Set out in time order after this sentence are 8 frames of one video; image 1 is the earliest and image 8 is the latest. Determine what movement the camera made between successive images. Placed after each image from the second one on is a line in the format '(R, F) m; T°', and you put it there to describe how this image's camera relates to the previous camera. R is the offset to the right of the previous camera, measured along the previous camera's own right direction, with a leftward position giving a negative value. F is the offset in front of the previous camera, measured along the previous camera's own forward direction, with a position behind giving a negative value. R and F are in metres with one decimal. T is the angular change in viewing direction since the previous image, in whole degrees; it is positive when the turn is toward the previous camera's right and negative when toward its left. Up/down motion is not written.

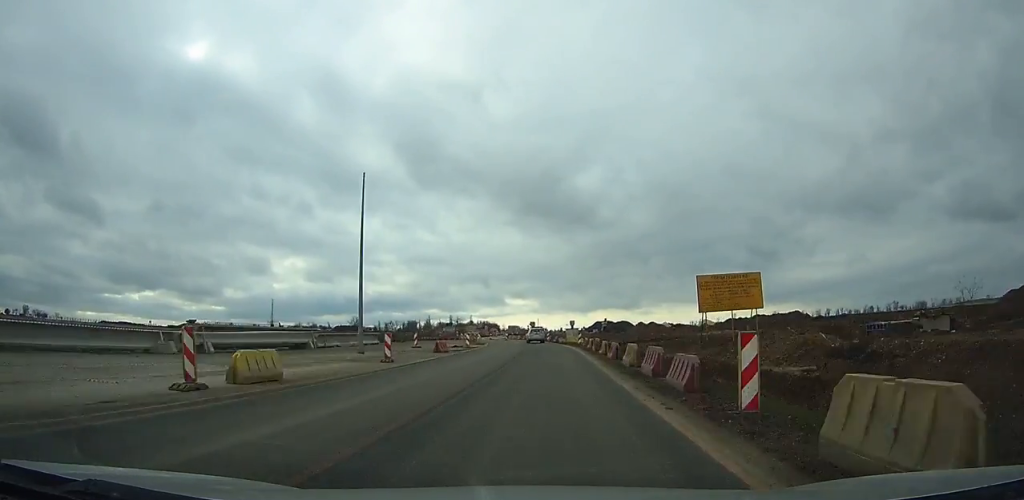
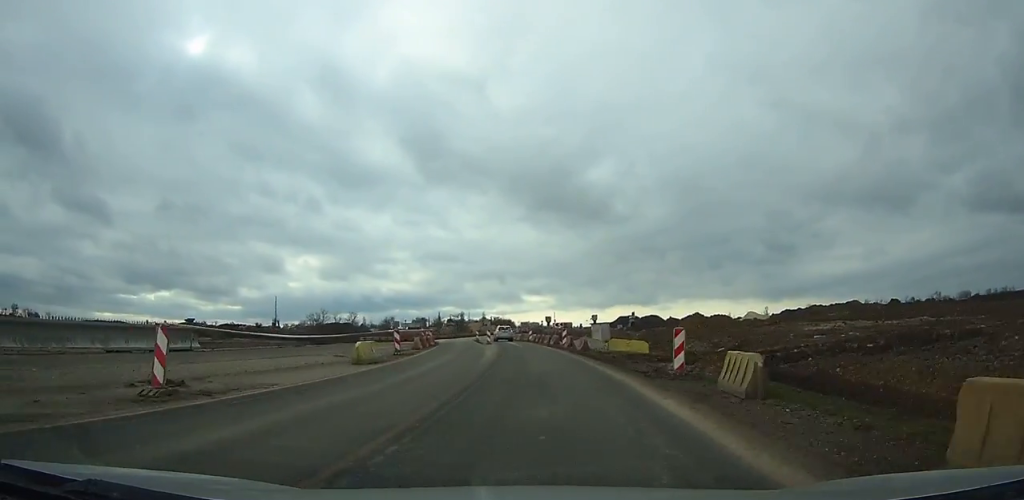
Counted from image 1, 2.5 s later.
(-0.9, +37.2) m; -4°
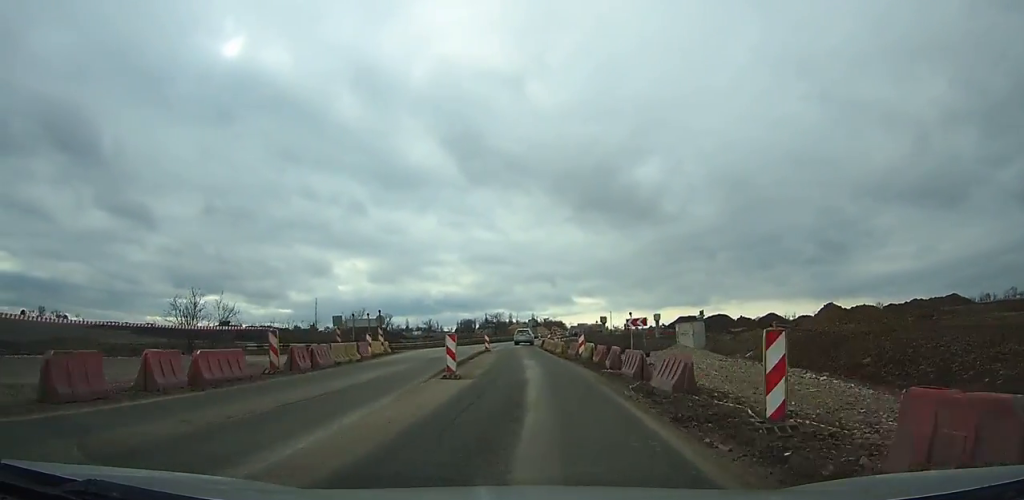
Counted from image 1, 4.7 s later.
(-1.3, +31.2) m; -4°
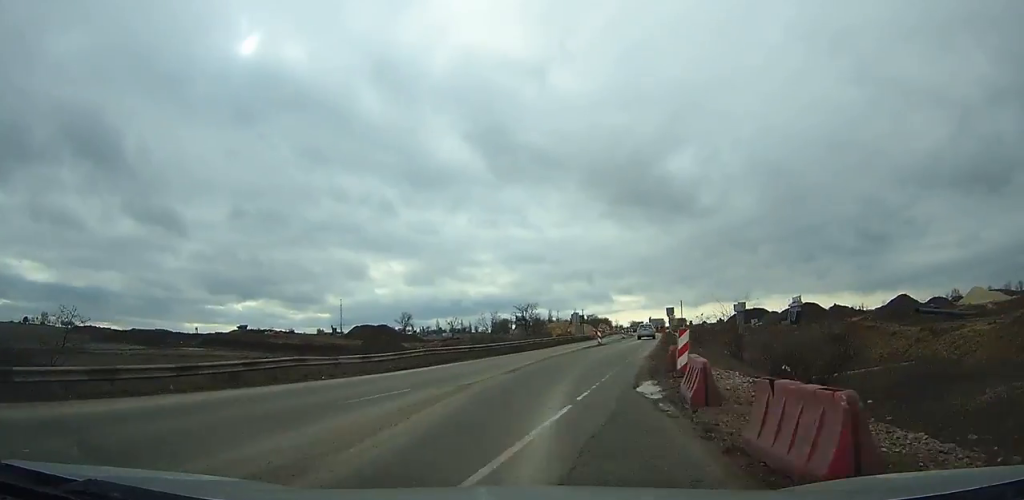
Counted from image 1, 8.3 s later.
(-1.4, +48.9) m; +1°
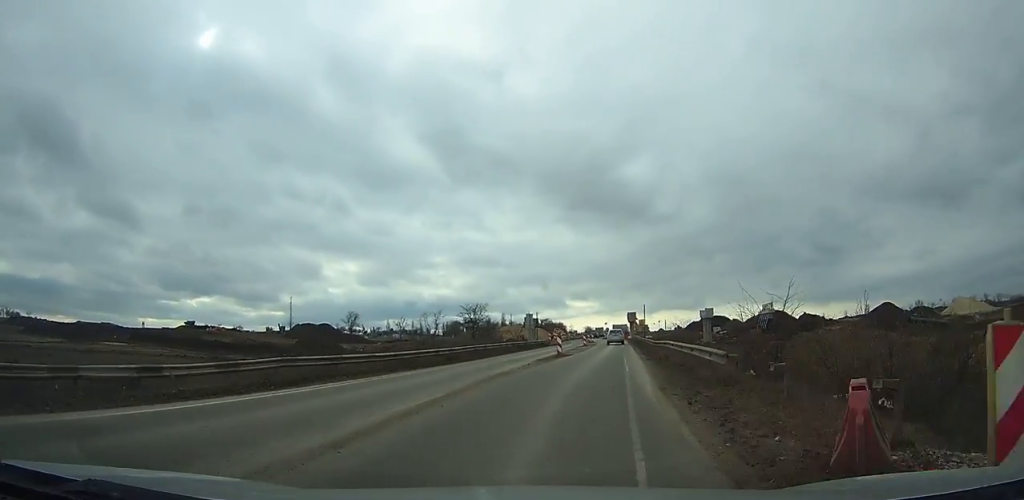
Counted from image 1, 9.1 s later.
(+0.5, +11.6) m; +2°
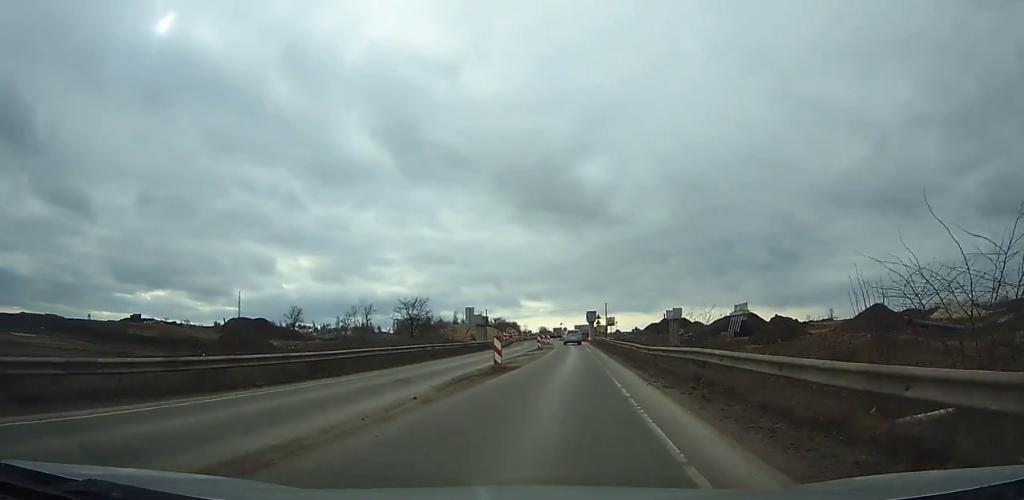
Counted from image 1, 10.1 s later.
(+0.2, +13.4) m; +2°
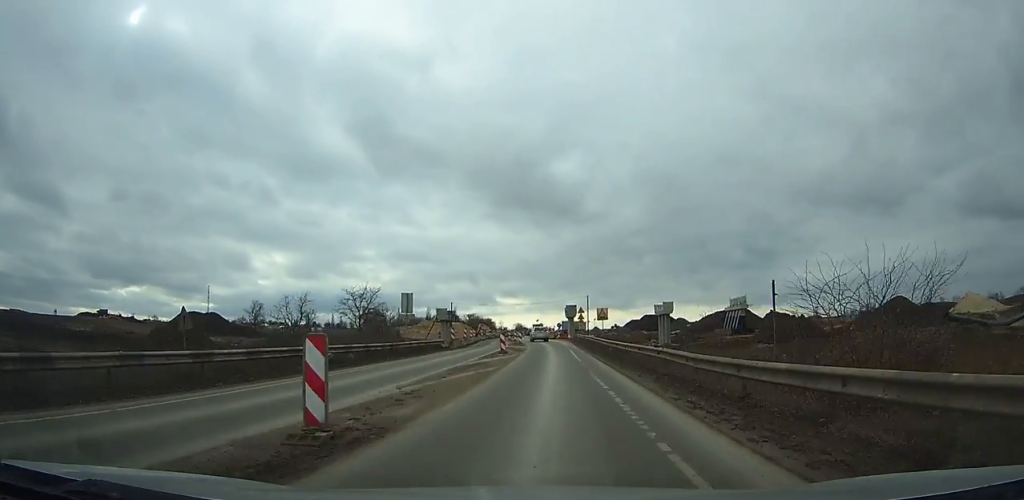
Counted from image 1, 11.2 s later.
(+0.5, +14.2) m; +1°
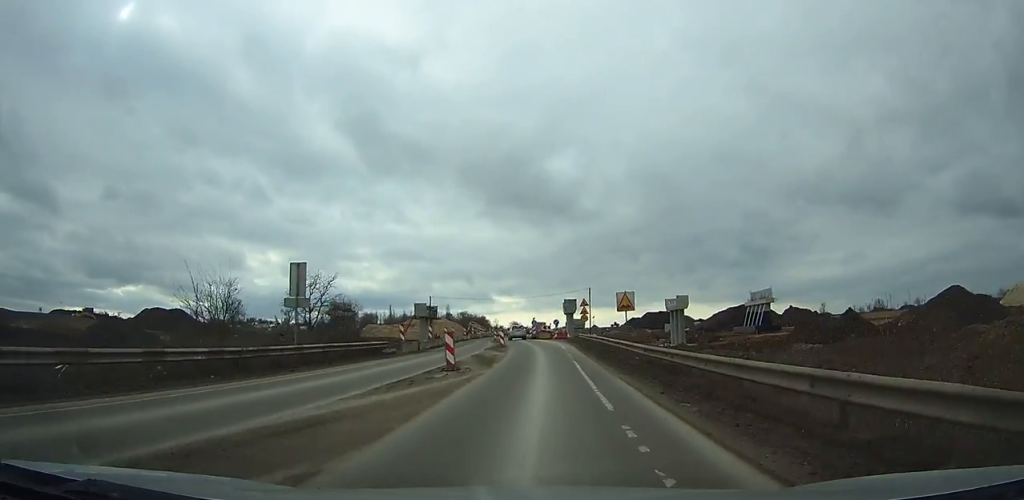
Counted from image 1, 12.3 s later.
(+0.2, +15.0) m; 0°
